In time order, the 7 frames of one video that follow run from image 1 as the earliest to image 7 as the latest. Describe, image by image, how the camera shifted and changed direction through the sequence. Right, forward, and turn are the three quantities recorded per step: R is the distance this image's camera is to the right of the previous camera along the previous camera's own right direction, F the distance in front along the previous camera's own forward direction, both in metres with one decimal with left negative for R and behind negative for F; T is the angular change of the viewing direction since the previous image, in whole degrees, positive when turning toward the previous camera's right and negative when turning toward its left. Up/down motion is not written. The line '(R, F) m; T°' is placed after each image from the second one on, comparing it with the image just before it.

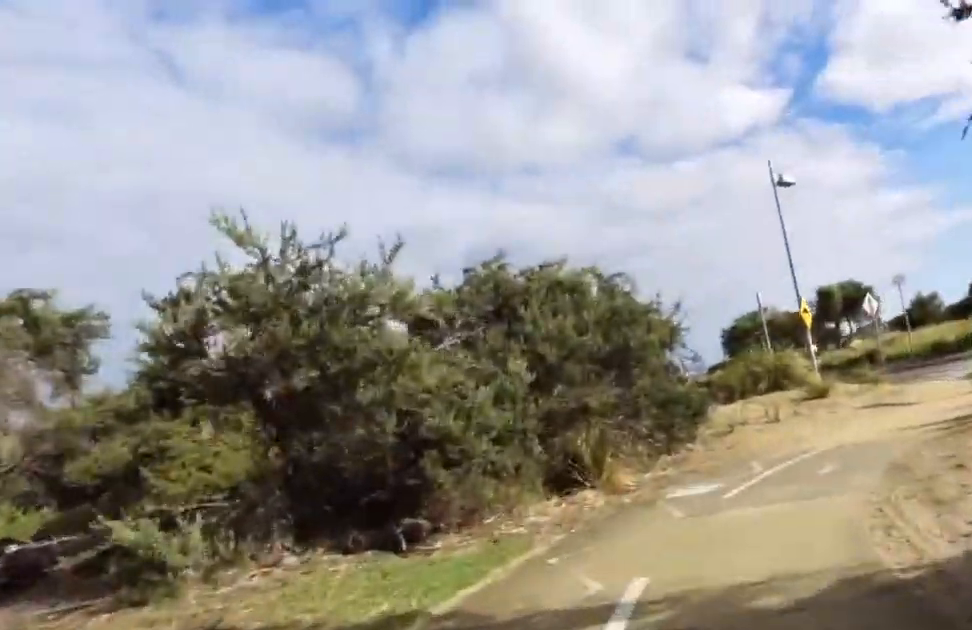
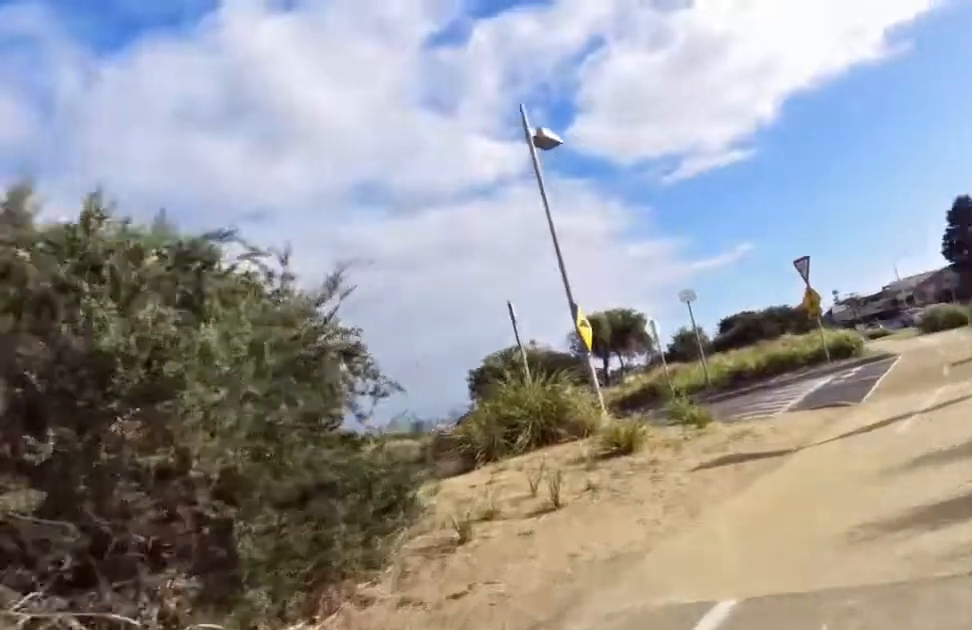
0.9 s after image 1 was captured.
(+0.2, +5.4) m; +3°
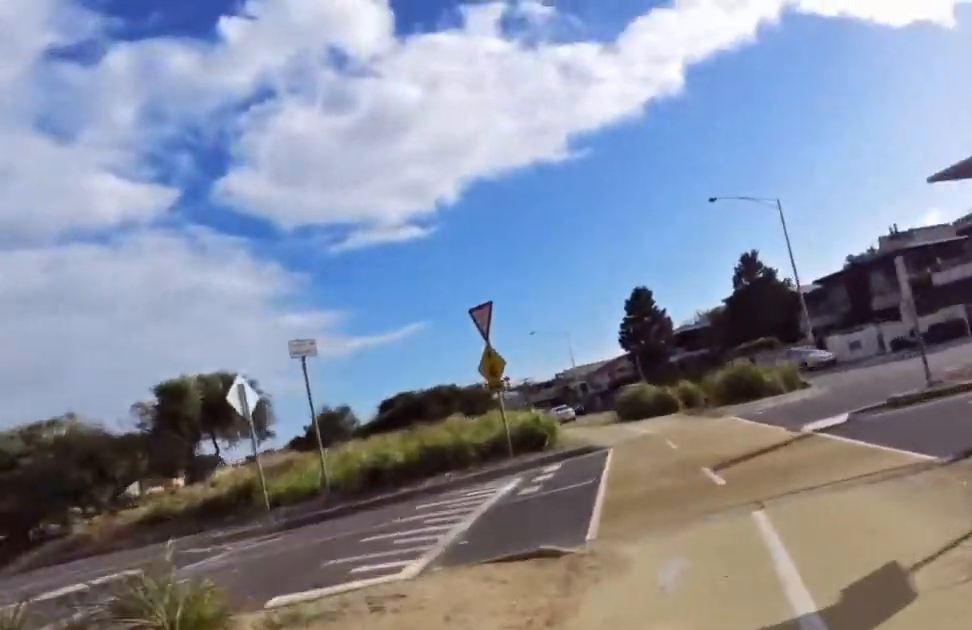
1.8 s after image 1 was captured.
(0.0, +5.3) m; +8°
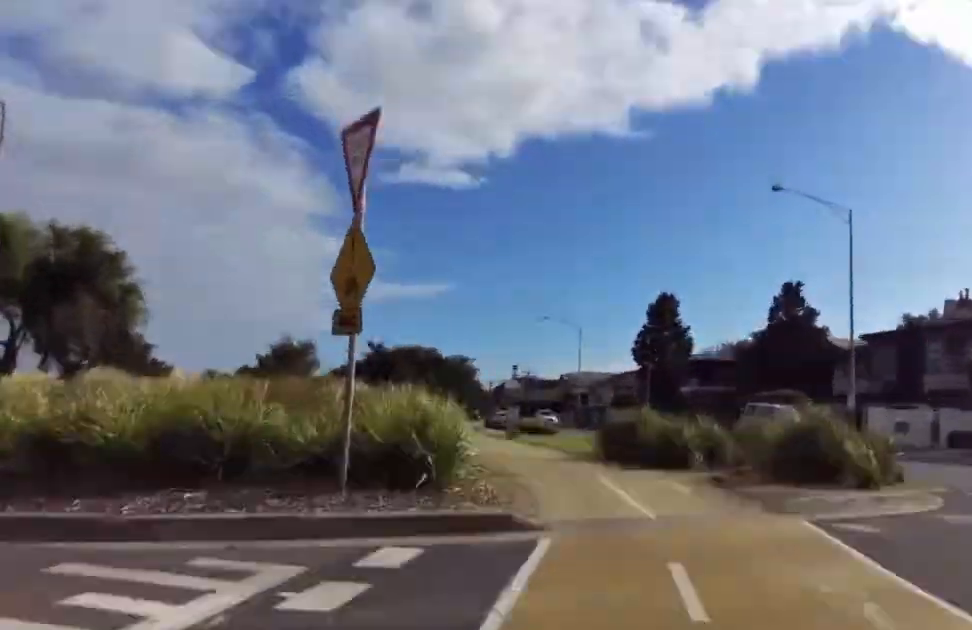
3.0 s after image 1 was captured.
(+1.1, +6.4) m; +6°
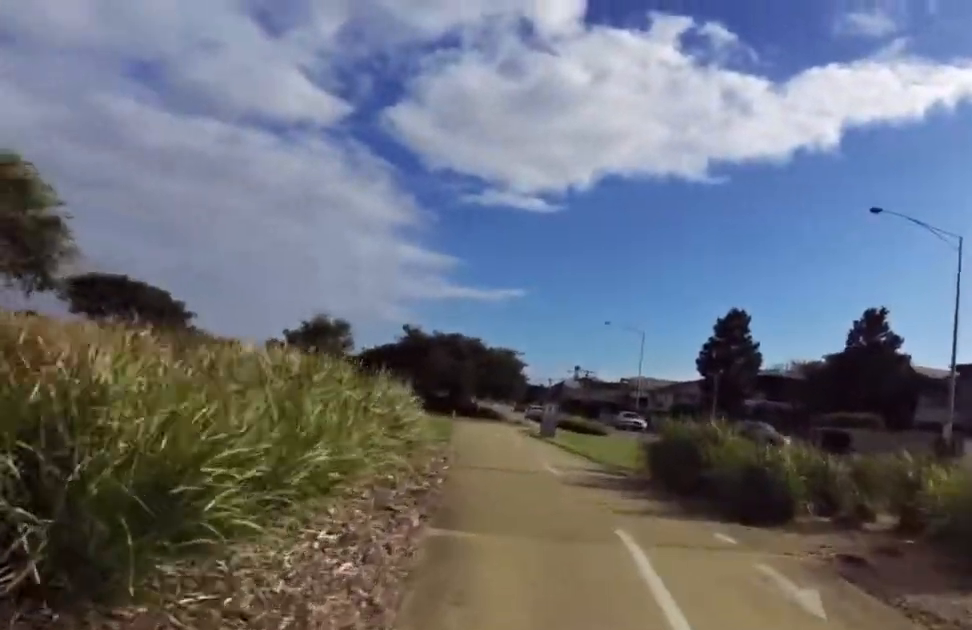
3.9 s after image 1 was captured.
(-0.6, +4.6) m; +2°
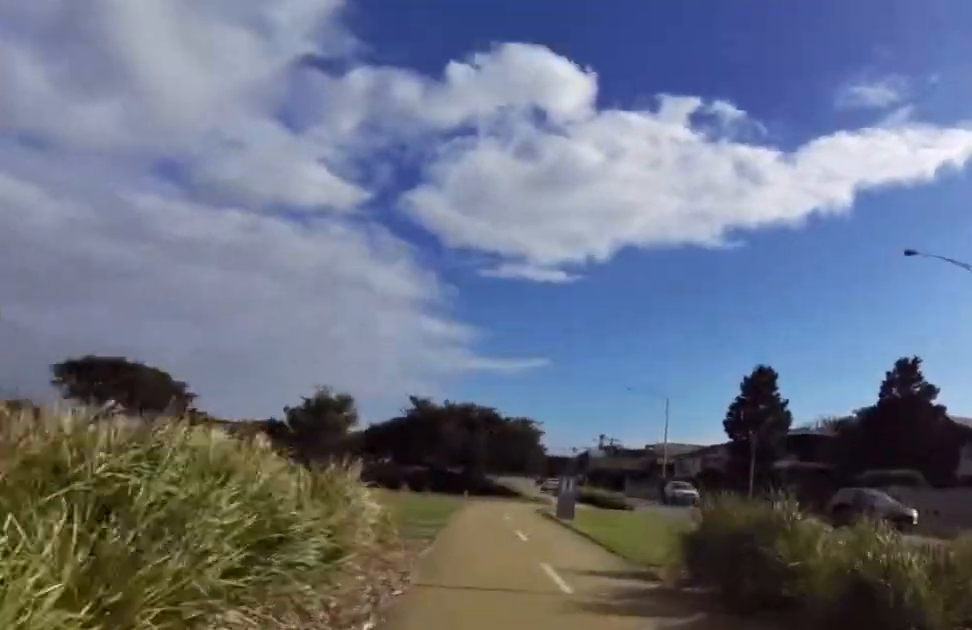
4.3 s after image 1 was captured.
(-0.3, +2.4) m; +2°
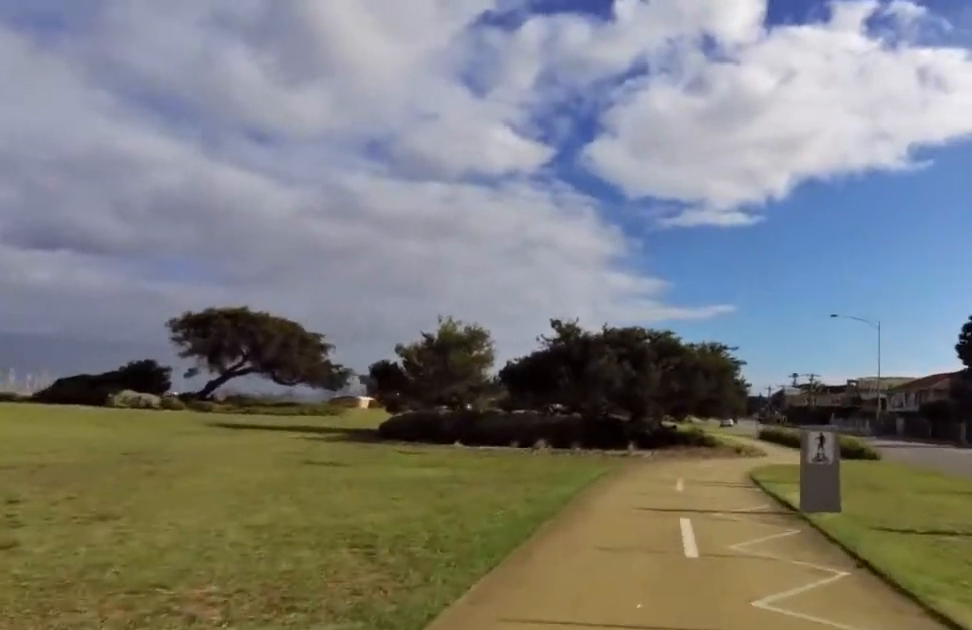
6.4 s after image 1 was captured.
(+1.0, +11.3) m; -8°
